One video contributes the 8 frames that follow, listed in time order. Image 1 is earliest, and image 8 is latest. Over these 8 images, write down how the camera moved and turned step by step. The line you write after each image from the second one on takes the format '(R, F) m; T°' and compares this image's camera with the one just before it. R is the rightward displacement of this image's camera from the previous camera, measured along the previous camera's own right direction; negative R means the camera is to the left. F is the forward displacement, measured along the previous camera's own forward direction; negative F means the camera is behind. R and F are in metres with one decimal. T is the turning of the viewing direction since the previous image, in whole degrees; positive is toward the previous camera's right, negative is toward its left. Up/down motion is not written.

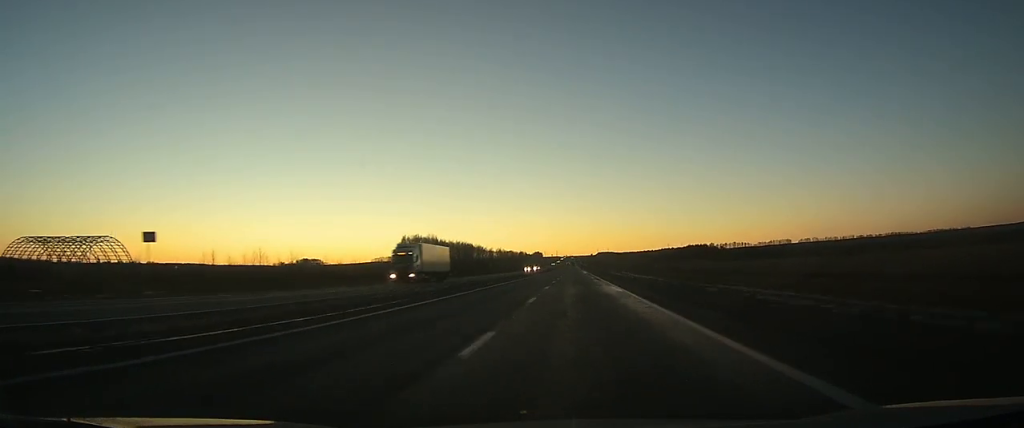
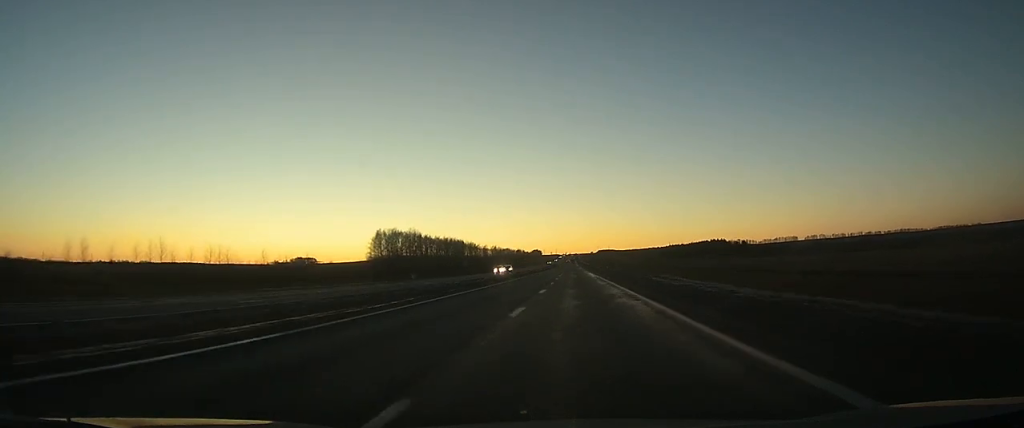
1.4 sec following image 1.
(-0.1, +47.4) m; 0°
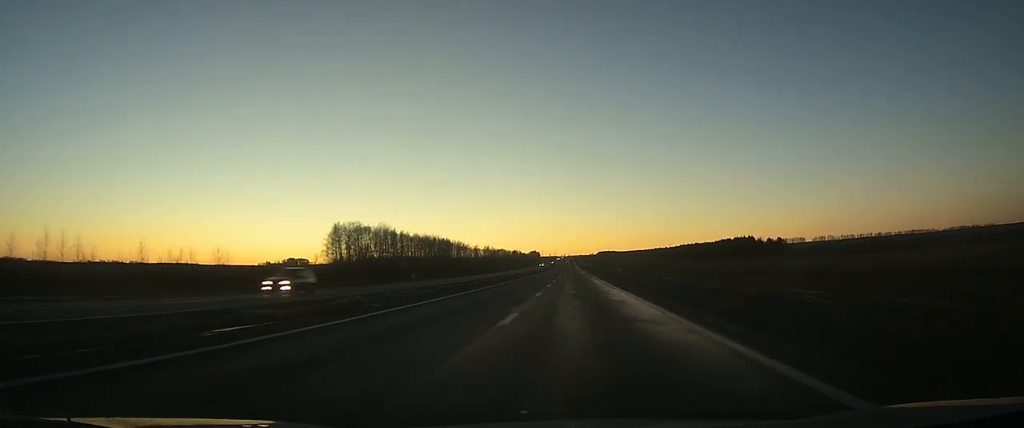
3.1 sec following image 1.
(+0.1, +54.2) m; 0°
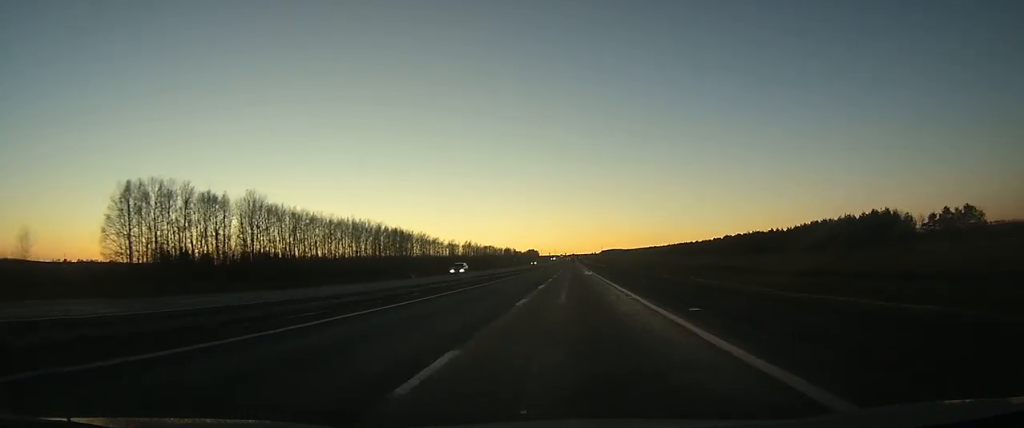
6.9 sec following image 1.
(0.0, +111.5) m; 0°
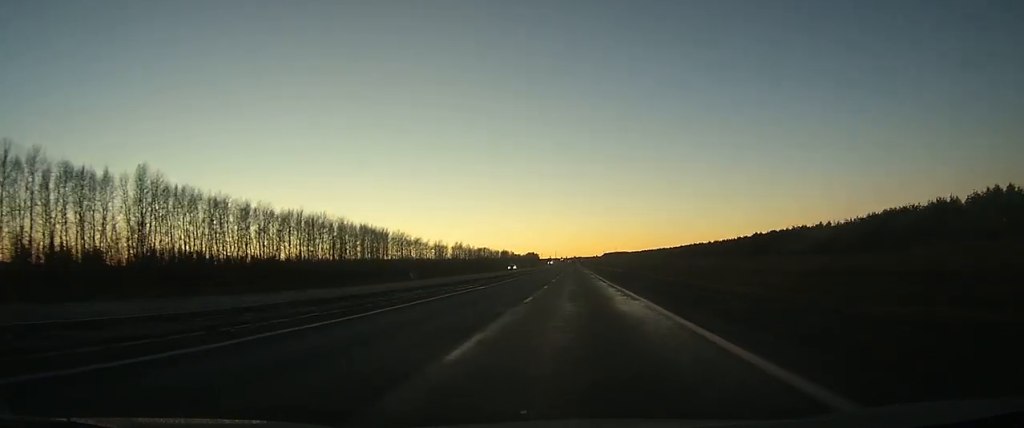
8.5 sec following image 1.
(-0.1, +39.0) m; 0°
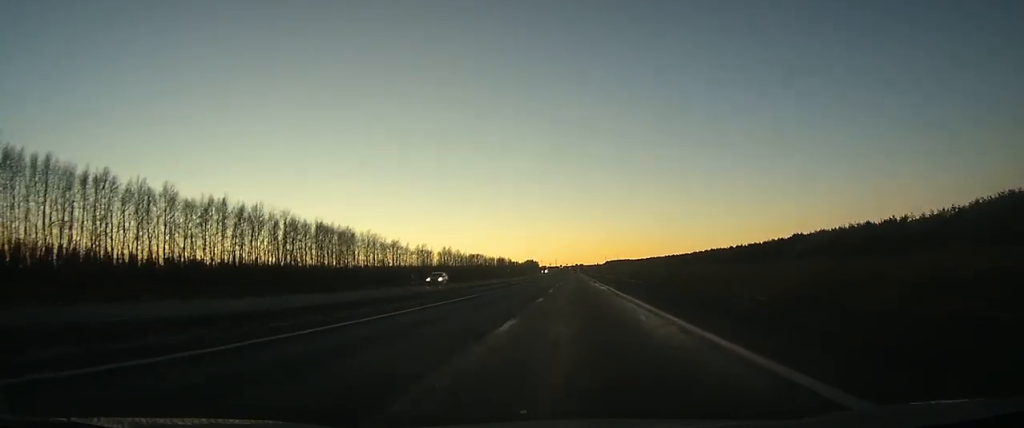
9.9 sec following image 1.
(-0.1, +37.1) m; 0°
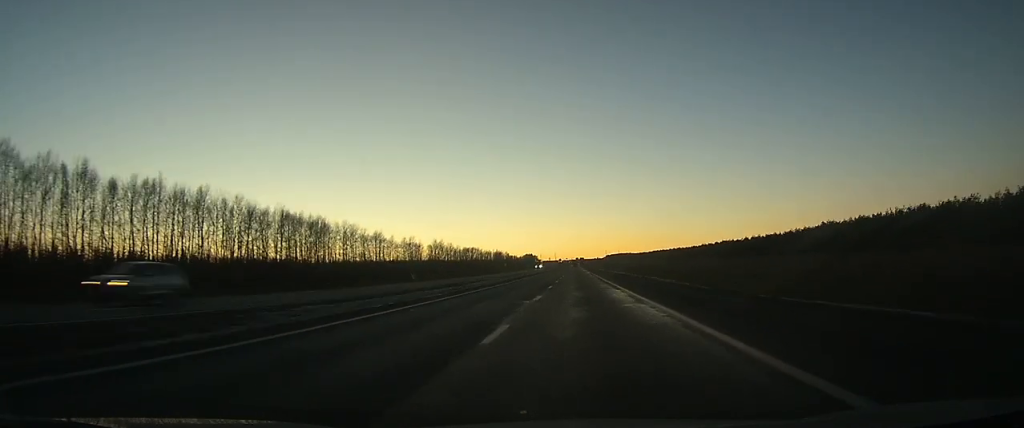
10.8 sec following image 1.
(0.0, +22.5) m; 0°
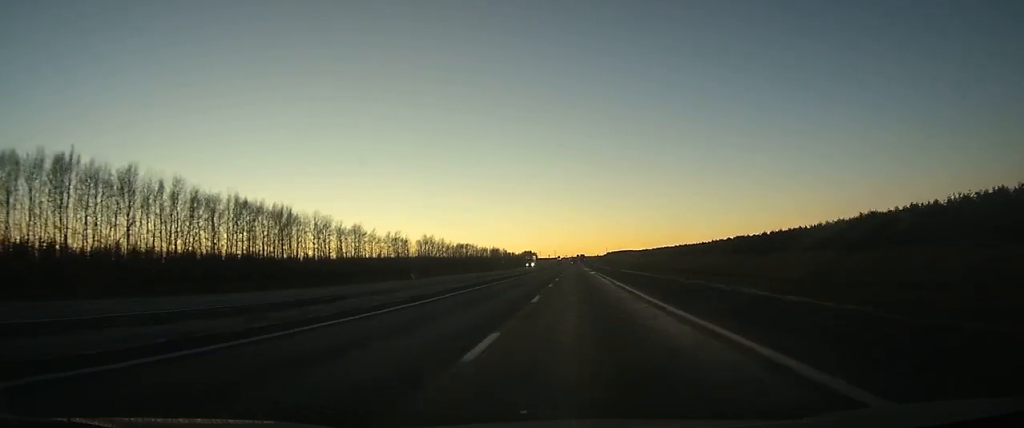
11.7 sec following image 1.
(0.0, +22.9) m; 0°
